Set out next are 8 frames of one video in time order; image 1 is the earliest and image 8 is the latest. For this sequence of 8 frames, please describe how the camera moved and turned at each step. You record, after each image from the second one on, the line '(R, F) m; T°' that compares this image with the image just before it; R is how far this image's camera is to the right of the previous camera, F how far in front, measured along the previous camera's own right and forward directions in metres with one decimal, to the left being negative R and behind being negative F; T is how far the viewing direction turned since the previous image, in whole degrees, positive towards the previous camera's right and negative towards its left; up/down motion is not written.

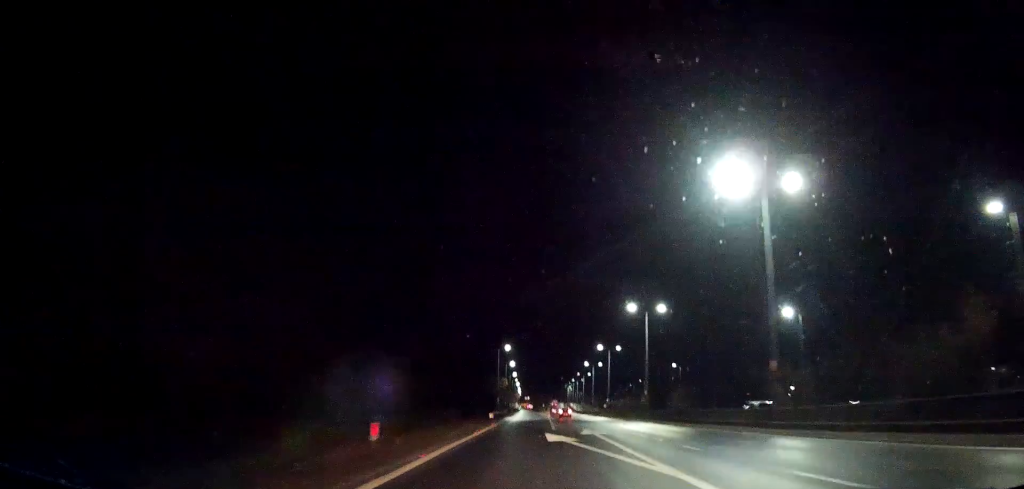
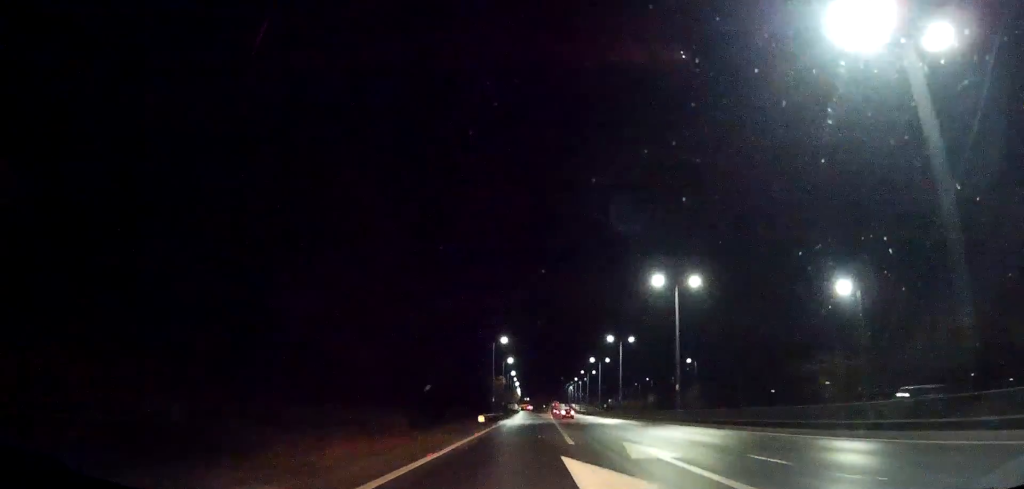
(0.0, +14.6) m; 0°
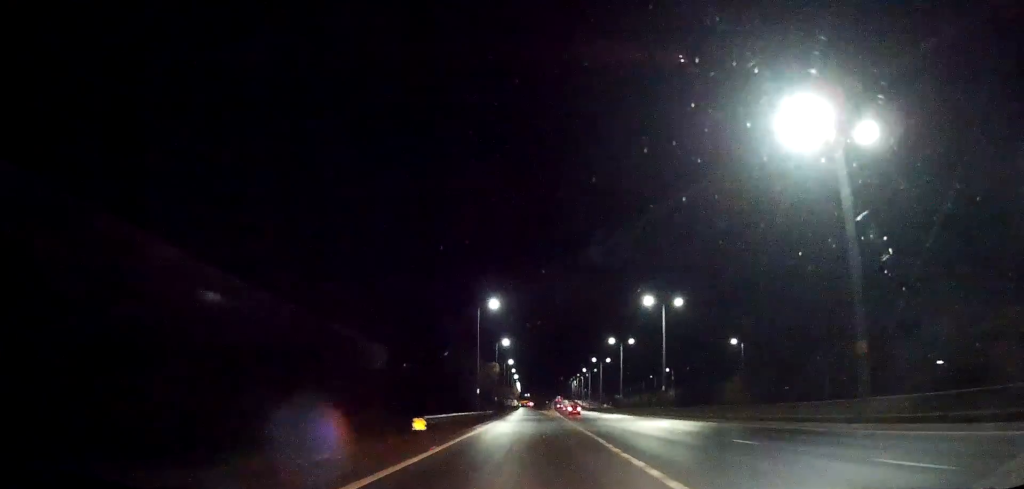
(+0.3, +31.1) m; 0°
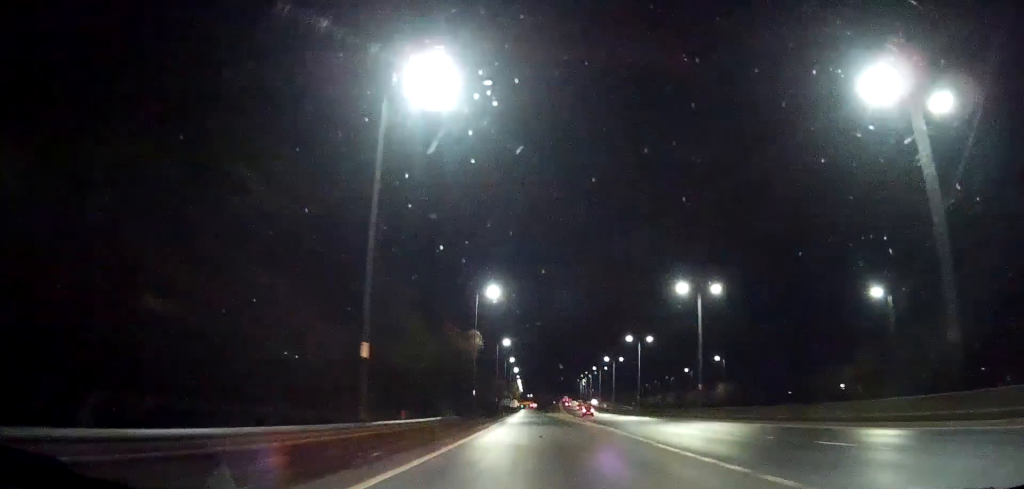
(-0.2, +47.5) m; 0°
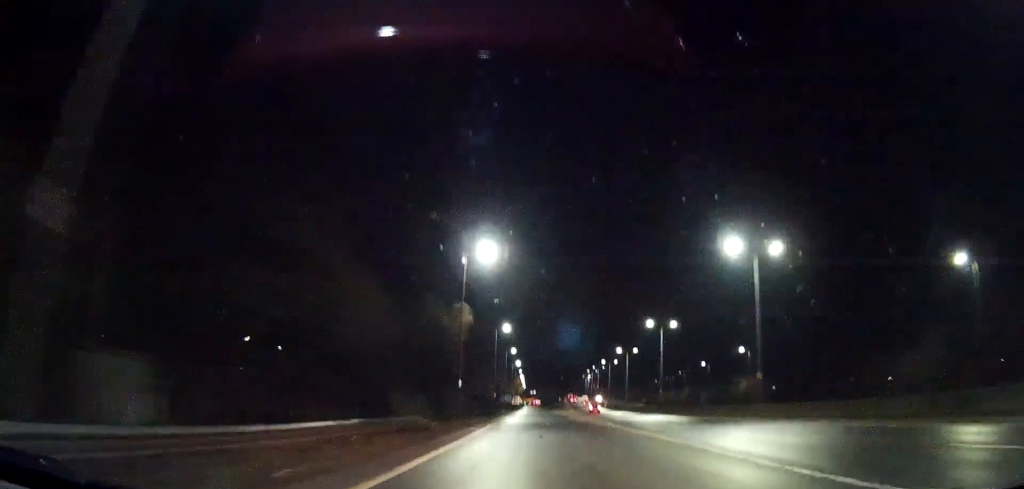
(0.0, +14.7) m; 0°
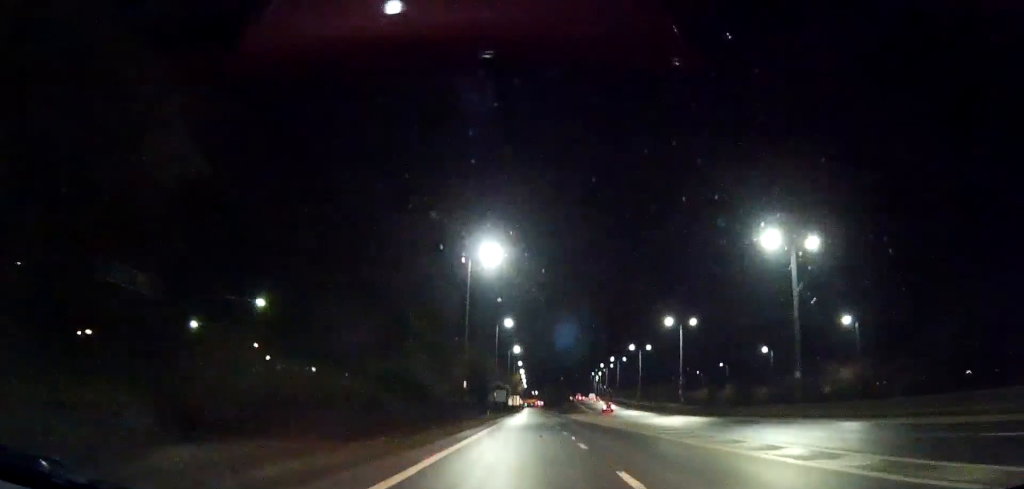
(-0.2, +44.0) m; -1°
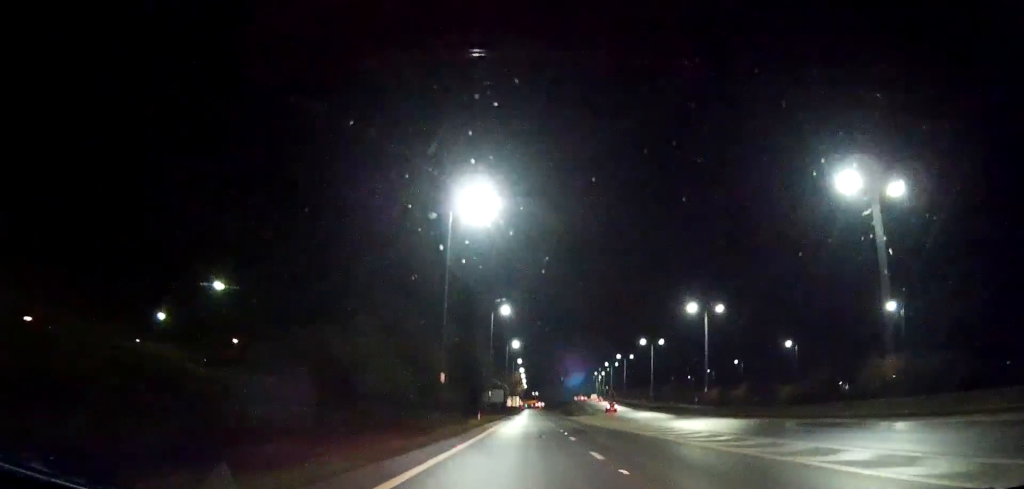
(-0.2, +11.9) m; 0°
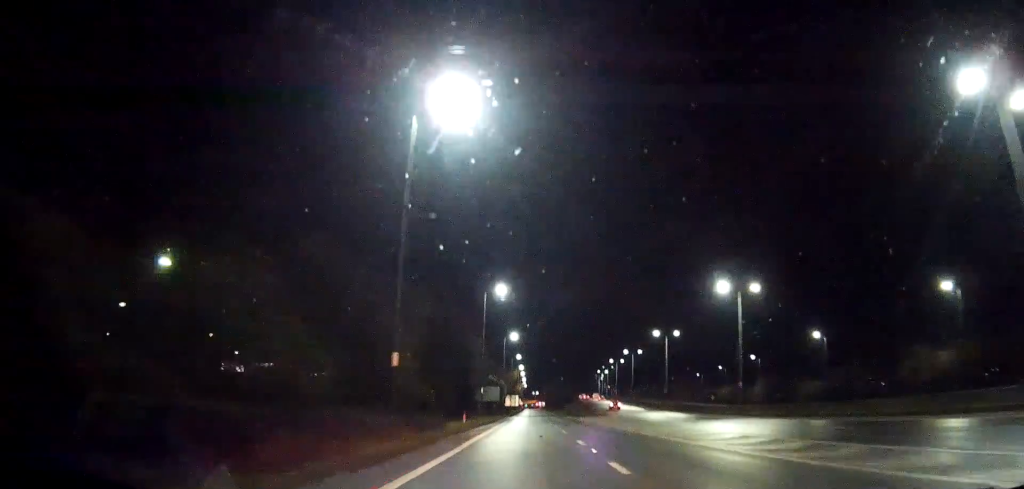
(-0.1, +11.9) m; 0°
